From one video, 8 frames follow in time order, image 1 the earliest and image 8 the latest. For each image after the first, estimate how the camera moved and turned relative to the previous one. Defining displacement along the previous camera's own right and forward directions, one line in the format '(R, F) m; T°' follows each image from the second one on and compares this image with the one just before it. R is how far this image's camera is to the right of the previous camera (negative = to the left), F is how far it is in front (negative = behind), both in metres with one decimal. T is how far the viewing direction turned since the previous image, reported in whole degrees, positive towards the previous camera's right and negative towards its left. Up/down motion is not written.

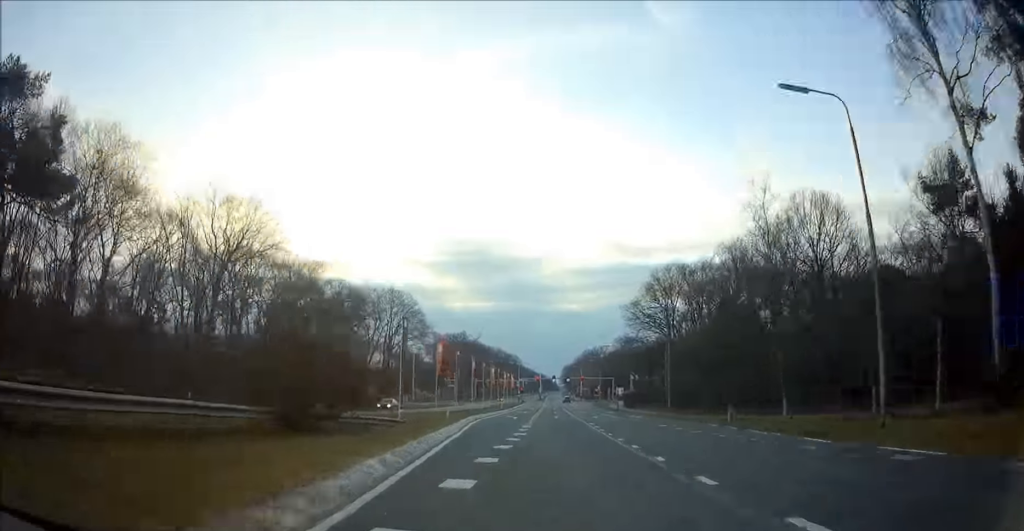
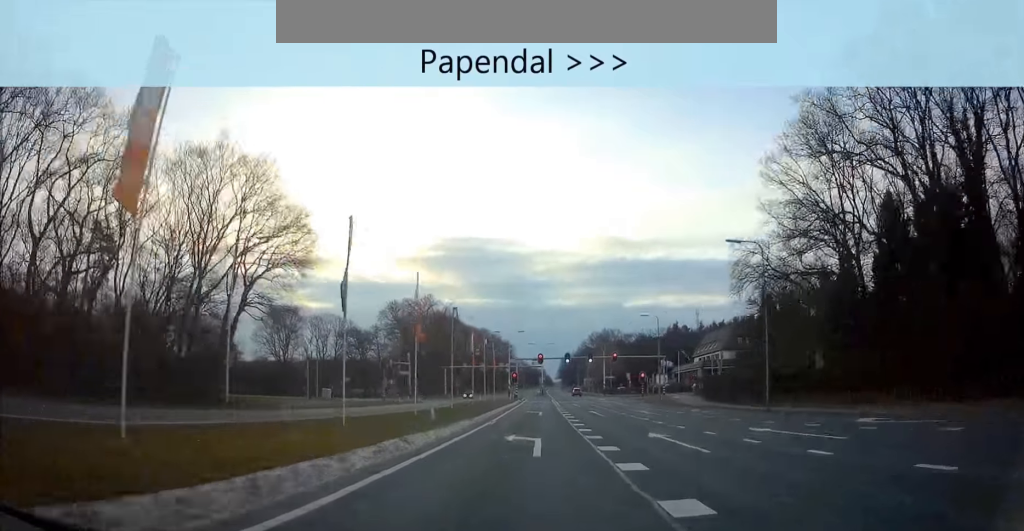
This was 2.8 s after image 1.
(+0.1, +56.0) m; +1°
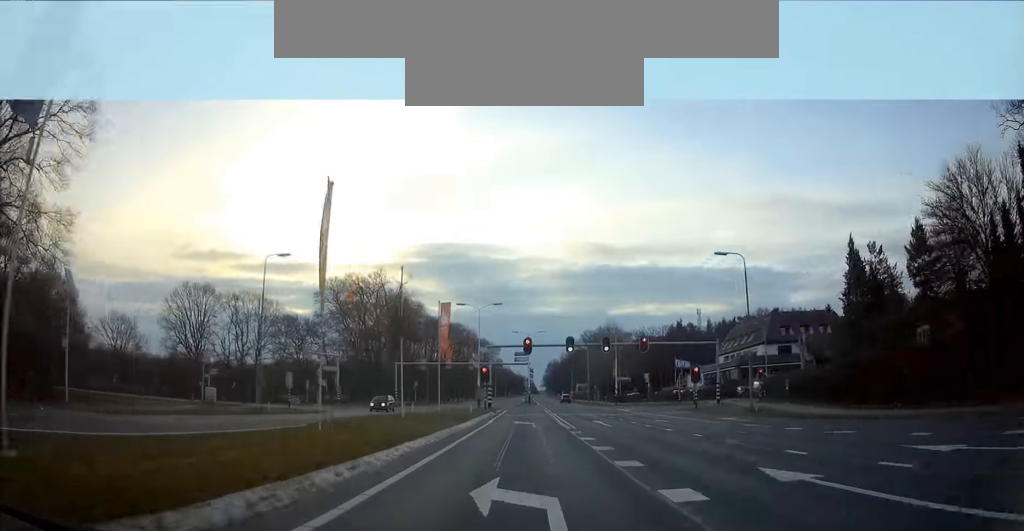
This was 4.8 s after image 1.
(+0.7, +30.7) m; +1°
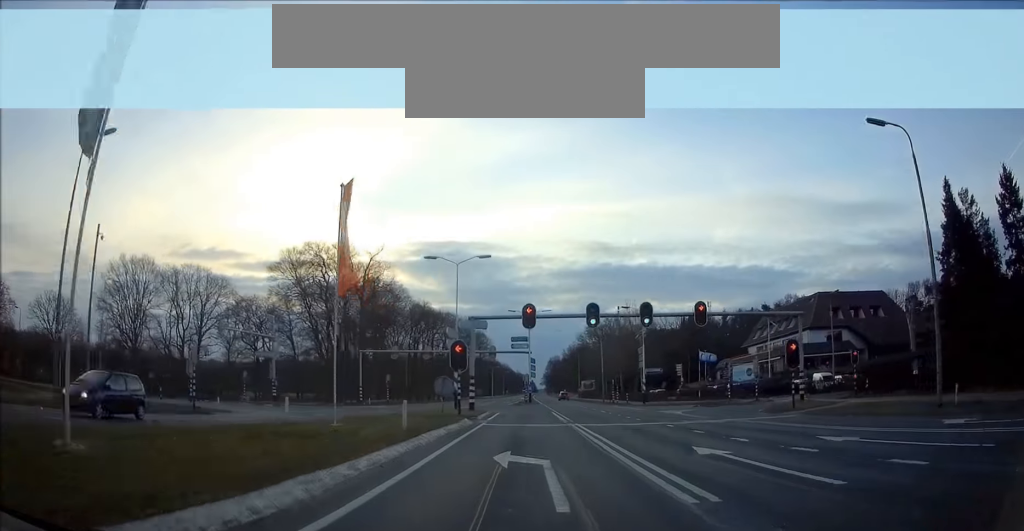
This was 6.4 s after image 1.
(0.0, +18.5) m; -2°
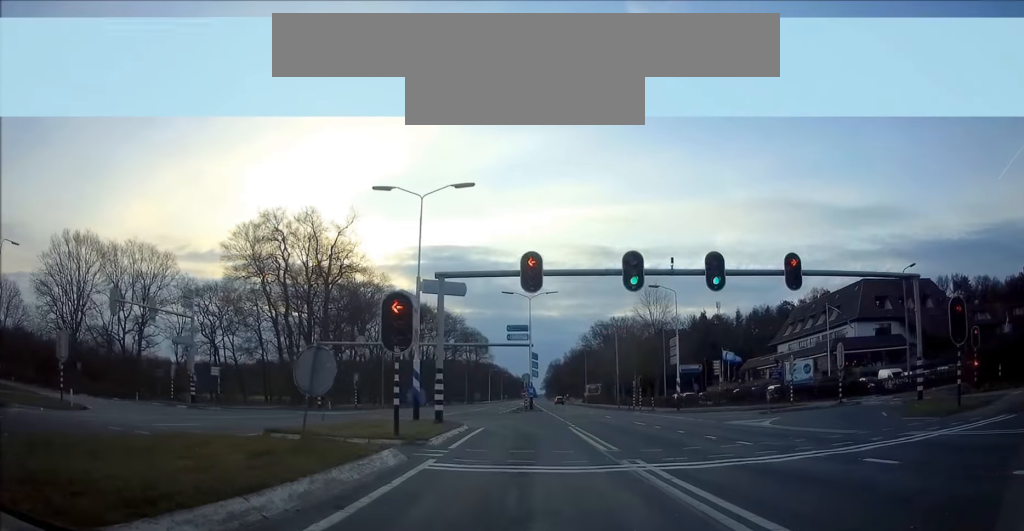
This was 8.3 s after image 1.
(-0.7, +14.5) m; -7°
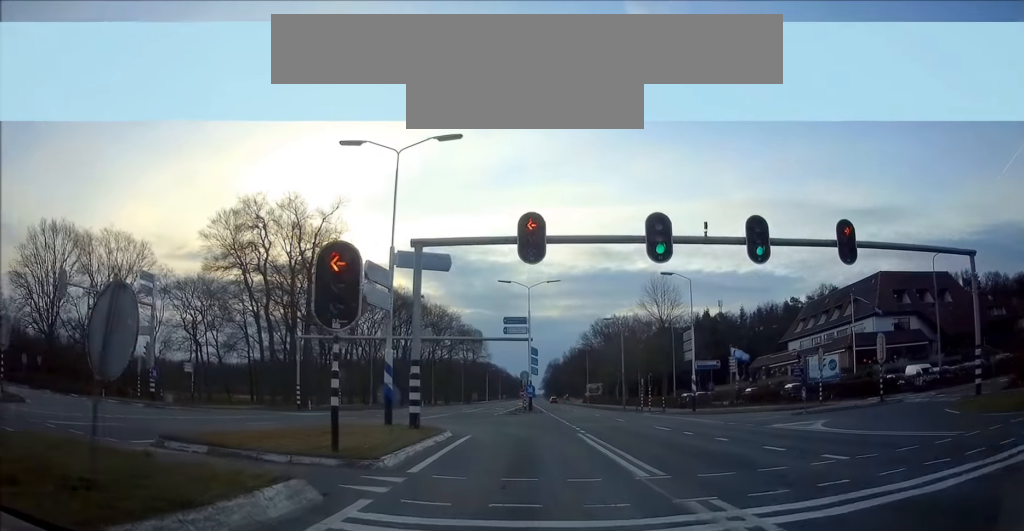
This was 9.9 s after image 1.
(-0.8, +7.9) m; -6°
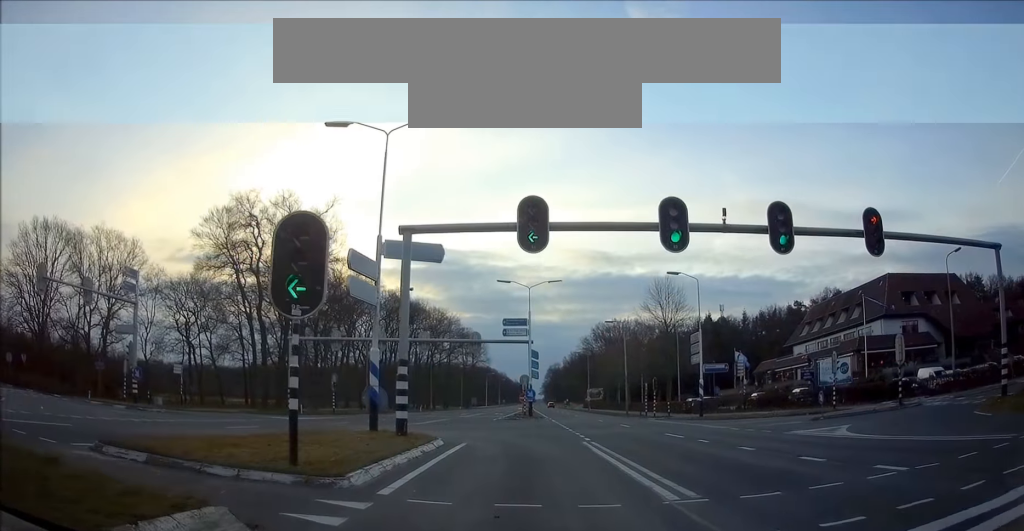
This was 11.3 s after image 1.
(-0.2, +6.2) m; -2°
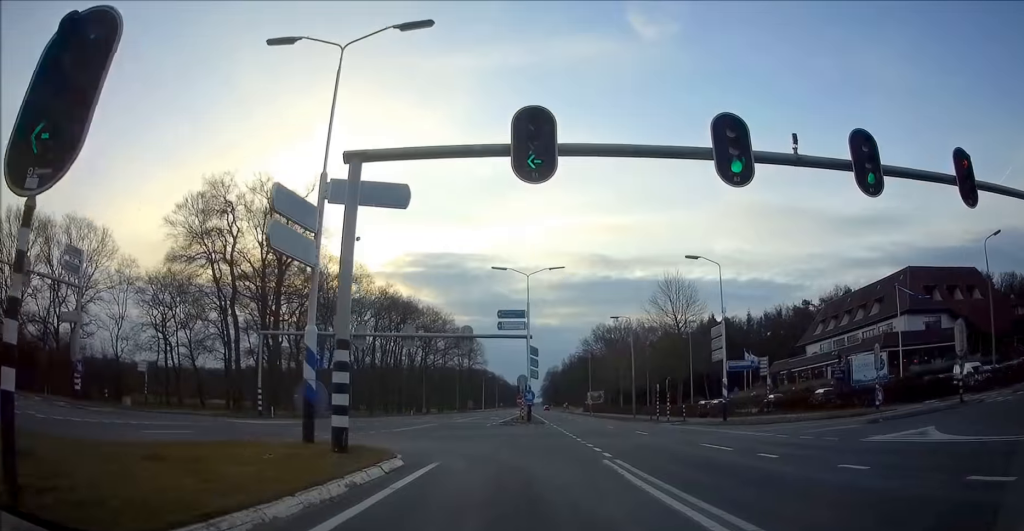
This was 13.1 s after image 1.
(-0.1, +7.8) m; -2°
